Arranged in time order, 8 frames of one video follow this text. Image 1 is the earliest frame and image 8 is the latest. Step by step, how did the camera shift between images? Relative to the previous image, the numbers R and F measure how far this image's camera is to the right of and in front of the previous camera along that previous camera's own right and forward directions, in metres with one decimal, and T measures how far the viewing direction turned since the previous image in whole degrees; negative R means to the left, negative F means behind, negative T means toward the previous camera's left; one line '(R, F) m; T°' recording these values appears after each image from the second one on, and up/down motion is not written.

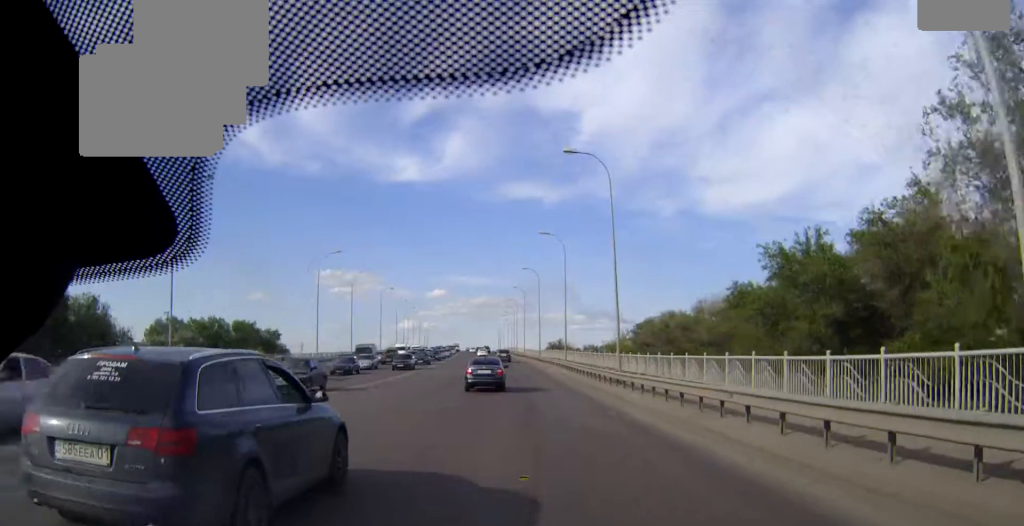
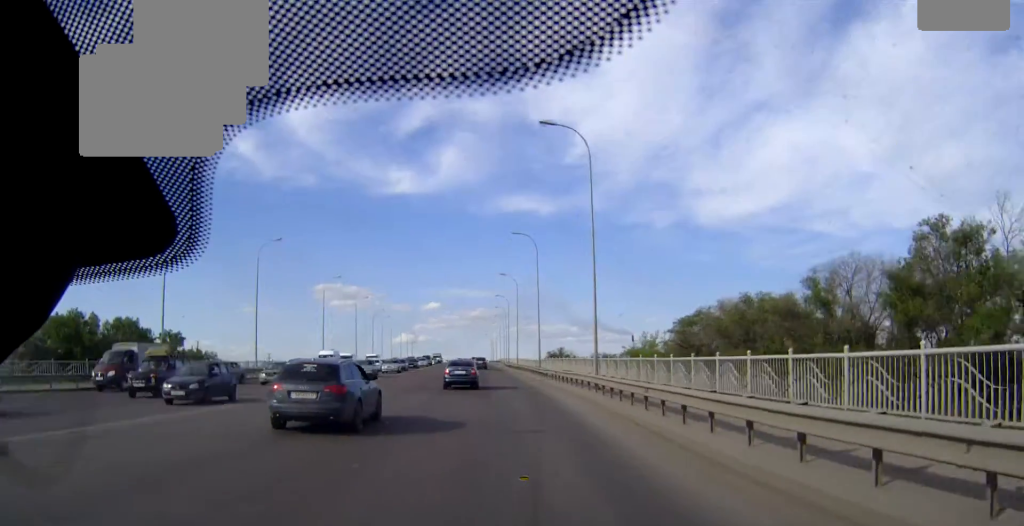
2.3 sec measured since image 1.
(+0.4, +33.0) m; +1°
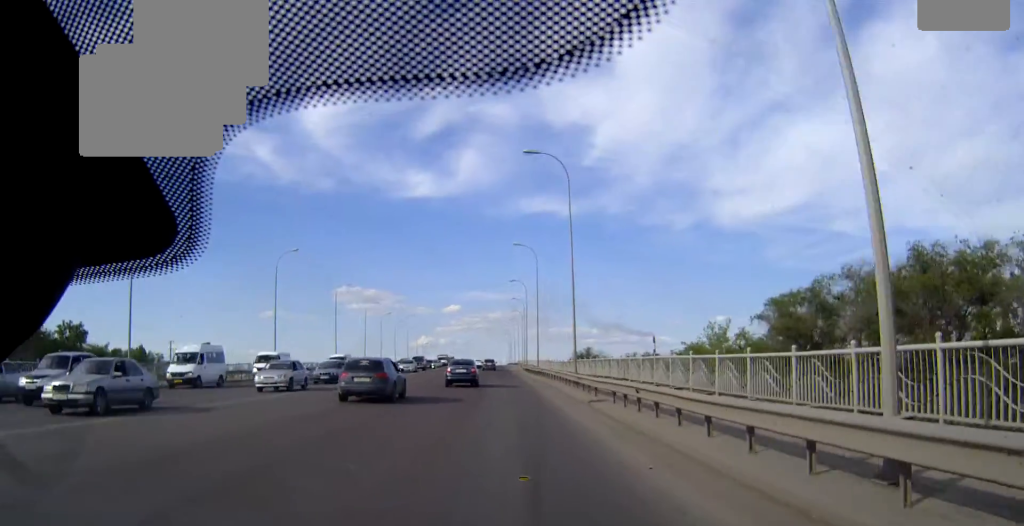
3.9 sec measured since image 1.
(-0.1, +24.7) m; -1°
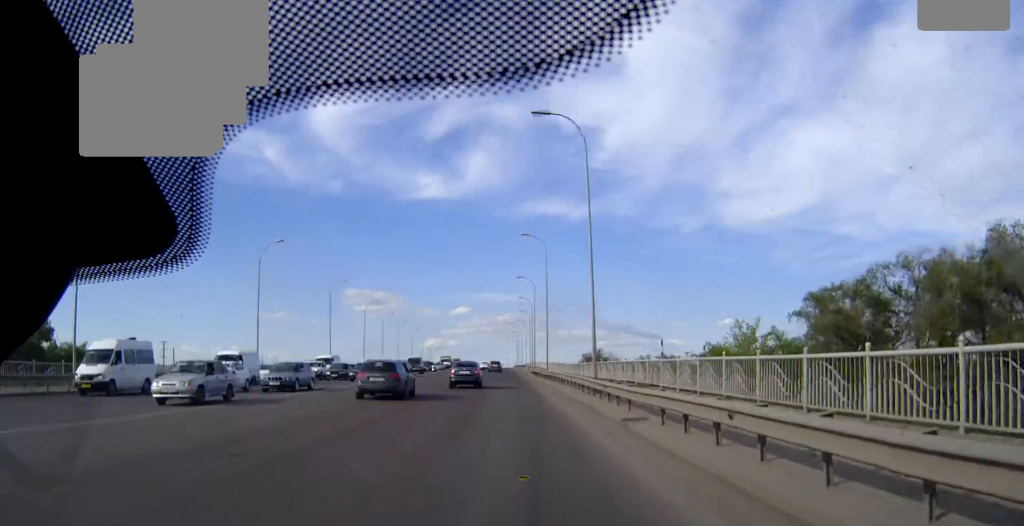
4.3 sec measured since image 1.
(0.0, +6.7) m; -1°
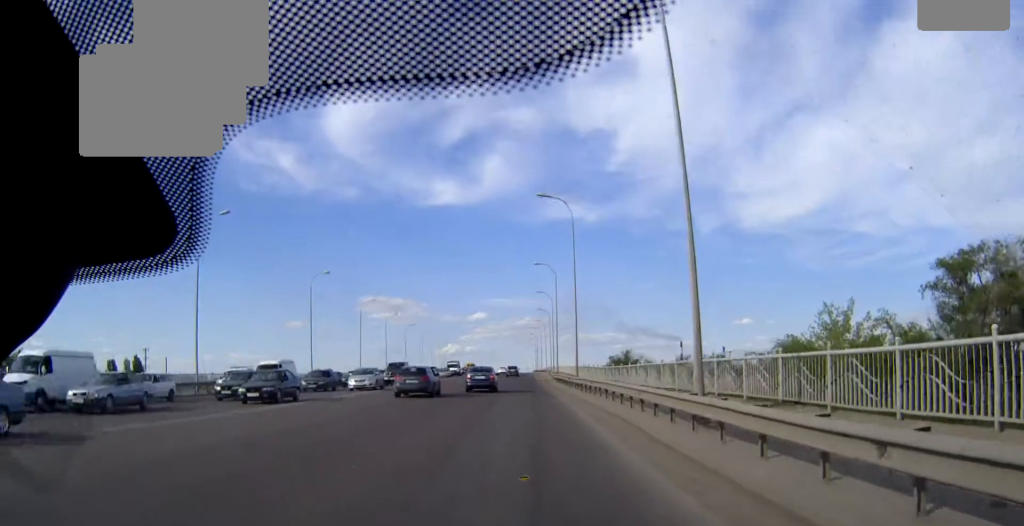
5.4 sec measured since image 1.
(-0.2, +15.8) m; -1°
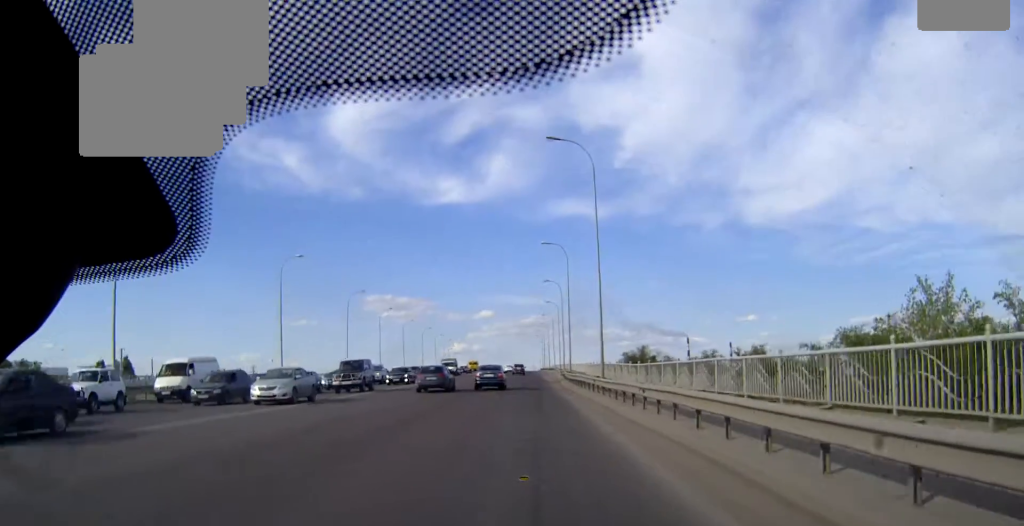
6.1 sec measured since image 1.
(-0.1, +11.7) m; -1°
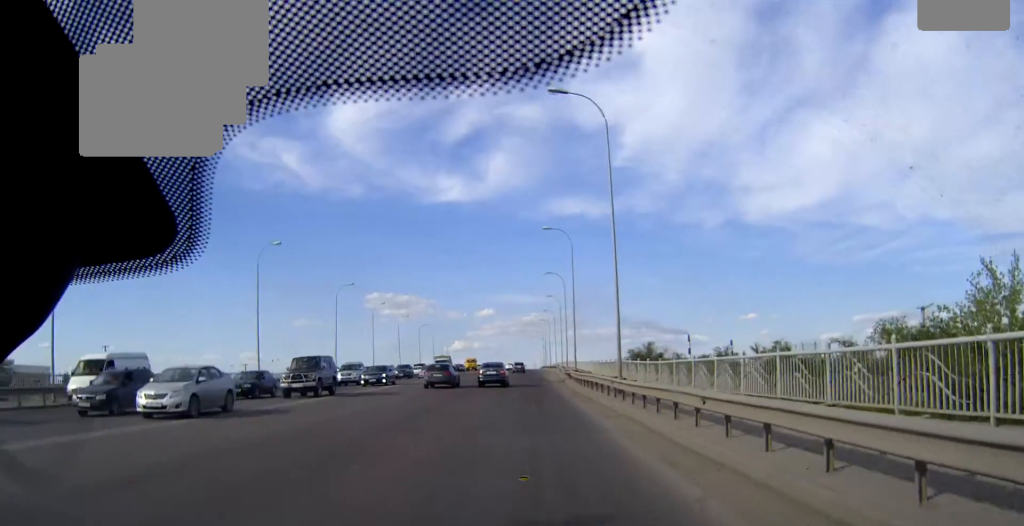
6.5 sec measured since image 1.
(0.0, +6.0) m; 0°
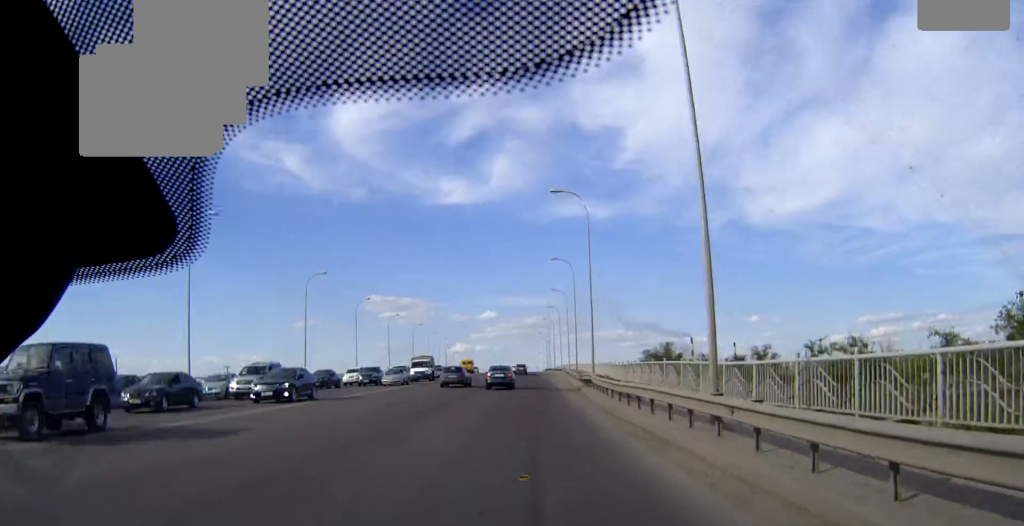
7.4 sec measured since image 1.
(0.0, +13.6) m; 0°
